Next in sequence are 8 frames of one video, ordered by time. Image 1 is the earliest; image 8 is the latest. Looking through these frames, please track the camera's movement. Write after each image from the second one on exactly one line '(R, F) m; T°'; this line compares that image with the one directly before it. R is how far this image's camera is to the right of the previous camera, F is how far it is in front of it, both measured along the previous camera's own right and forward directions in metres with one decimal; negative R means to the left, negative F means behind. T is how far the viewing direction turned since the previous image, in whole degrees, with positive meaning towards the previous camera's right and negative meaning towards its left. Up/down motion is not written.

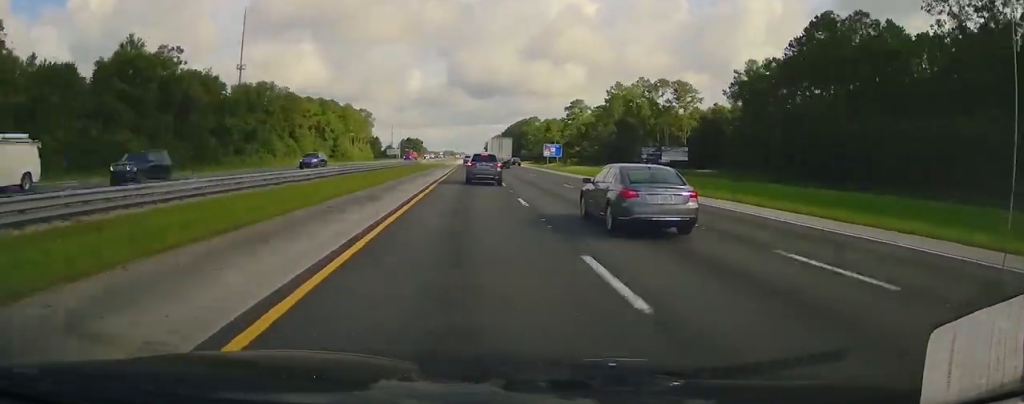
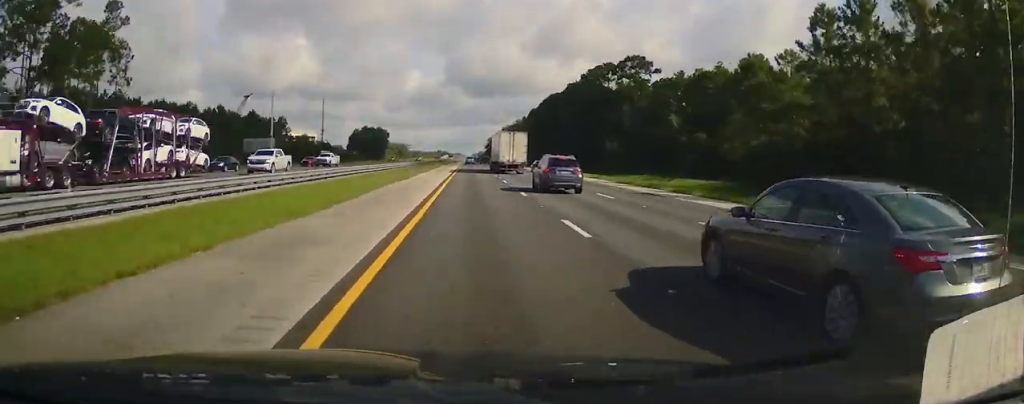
(+2.0, +188.1) m; +1°
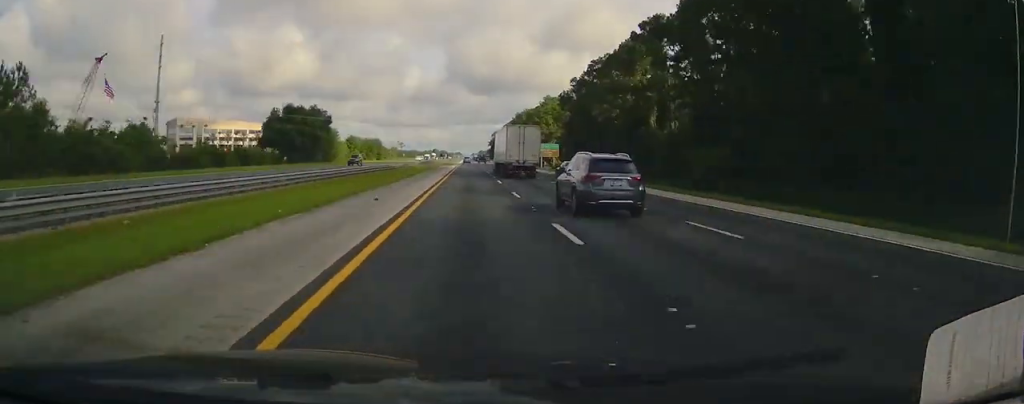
(-0.5, +121.6) m; 0°
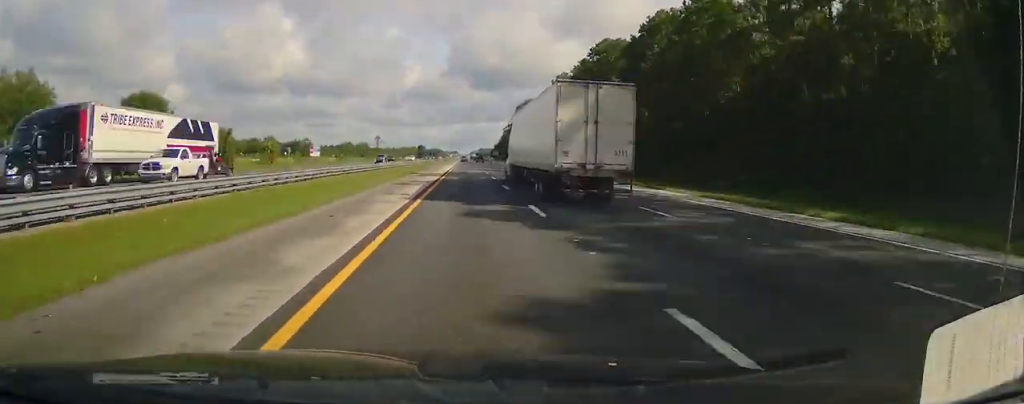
(-0.3, +232.3) m; 0°
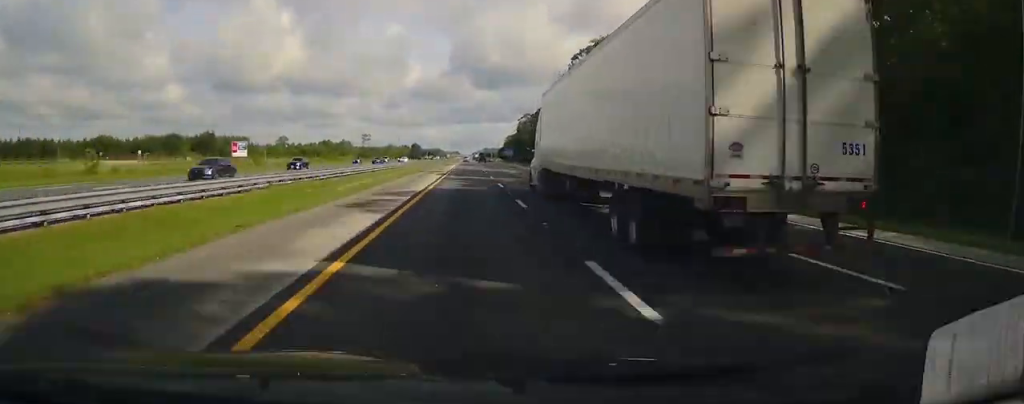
(0.0, +99.7) m; 0°
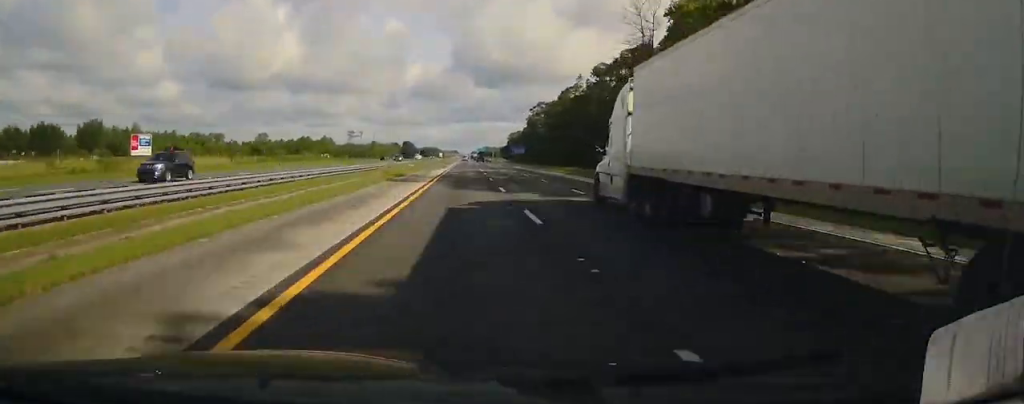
(-0.1, +58.8) m; 0°
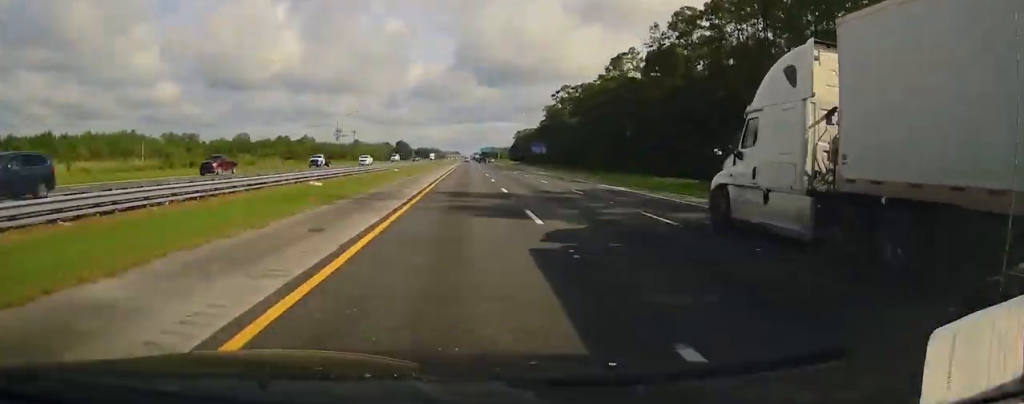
(0.0, +53.3) m; 0°
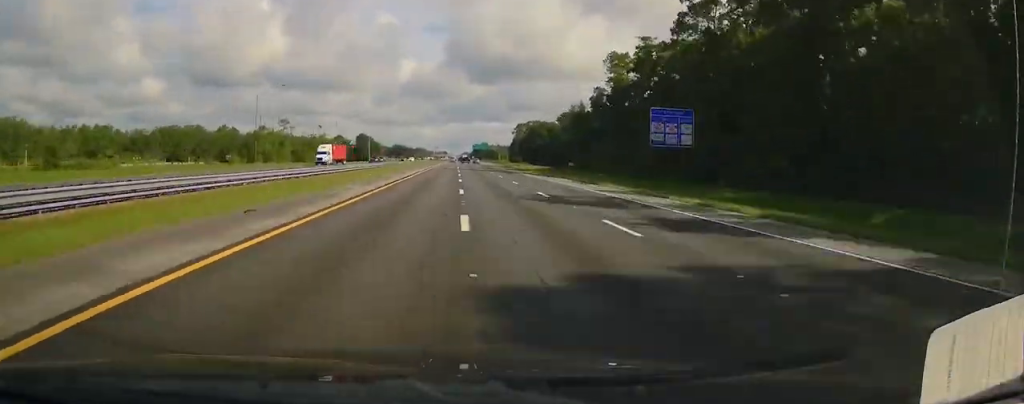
(+0.5, +100.4) m; 0°
